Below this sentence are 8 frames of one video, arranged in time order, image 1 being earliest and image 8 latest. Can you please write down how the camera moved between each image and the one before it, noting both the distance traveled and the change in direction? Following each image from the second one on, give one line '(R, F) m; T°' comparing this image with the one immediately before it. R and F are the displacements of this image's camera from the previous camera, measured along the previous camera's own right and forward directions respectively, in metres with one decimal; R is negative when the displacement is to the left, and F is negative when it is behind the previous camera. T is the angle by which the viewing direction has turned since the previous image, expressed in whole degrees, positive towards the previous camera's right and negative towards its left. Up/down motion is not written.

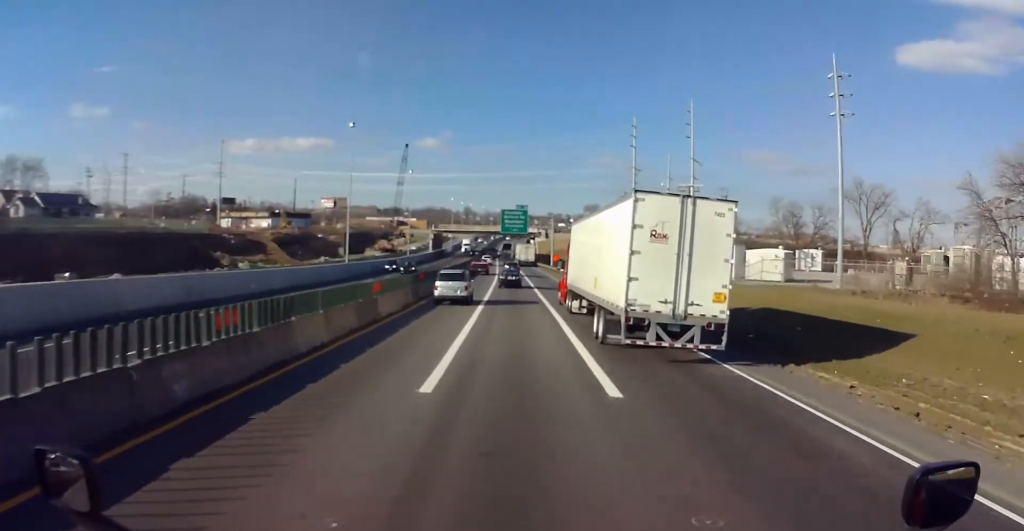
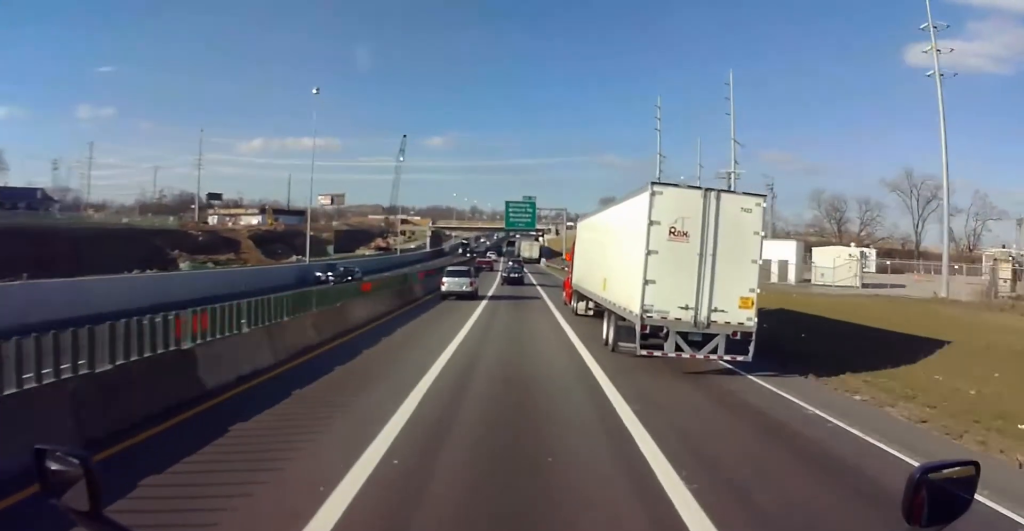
(-0.2, +15.4) m; -1°
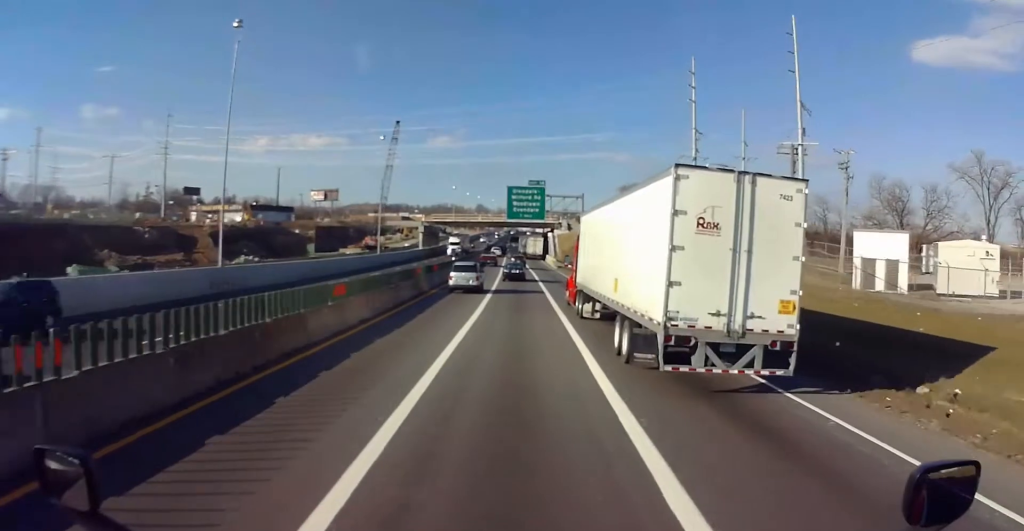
(-0.1, +17.8) m; 0°
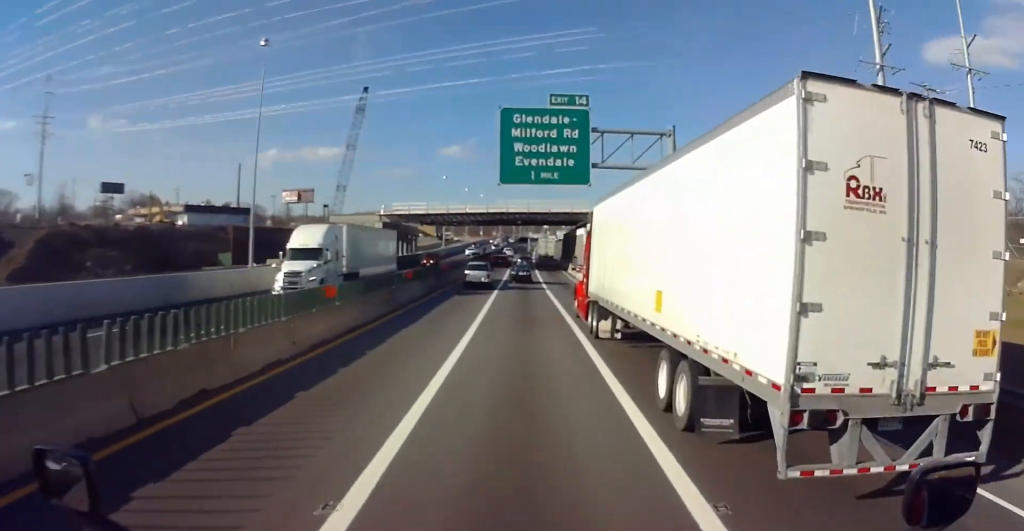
(-0.3, +47.3) m; -1°
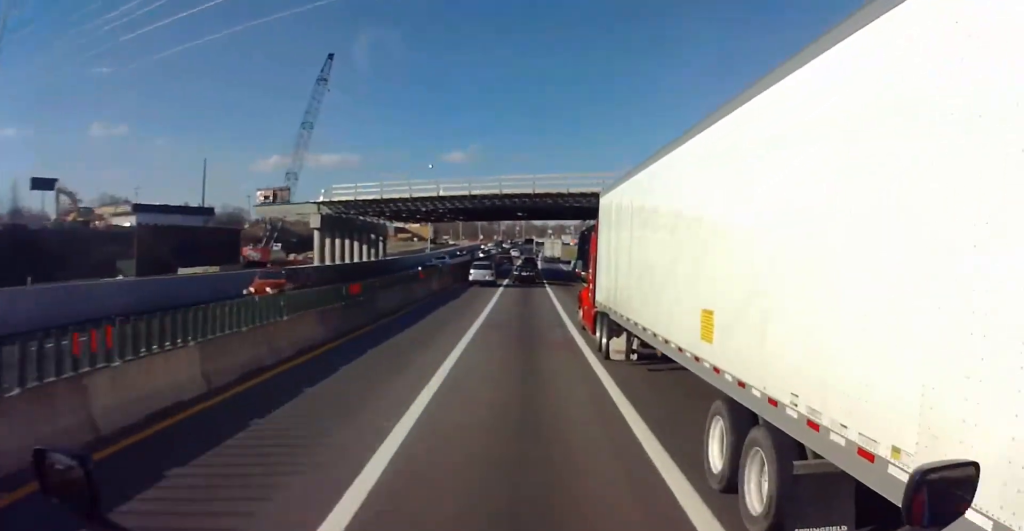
(-0.1, +29.0) m; -1°
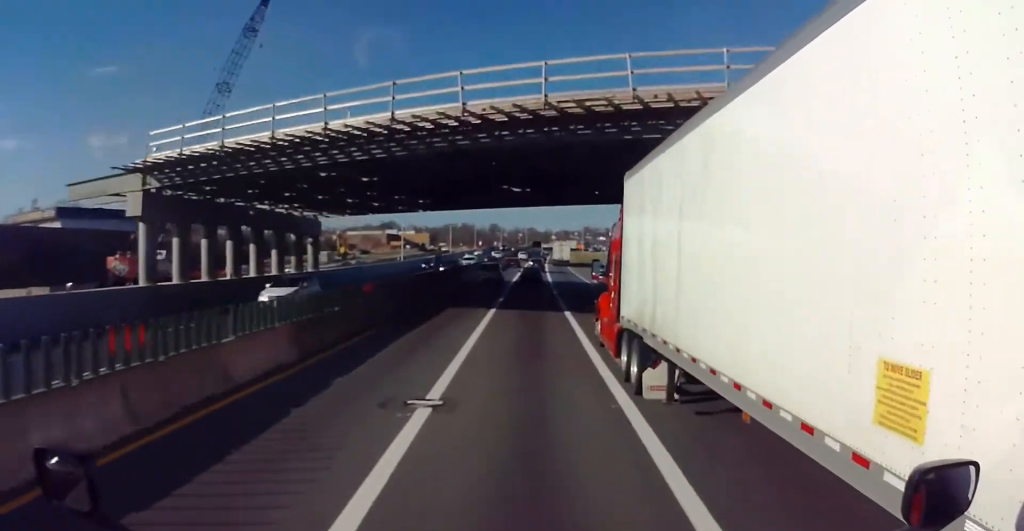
(-0.3, +30.1) m; -1°
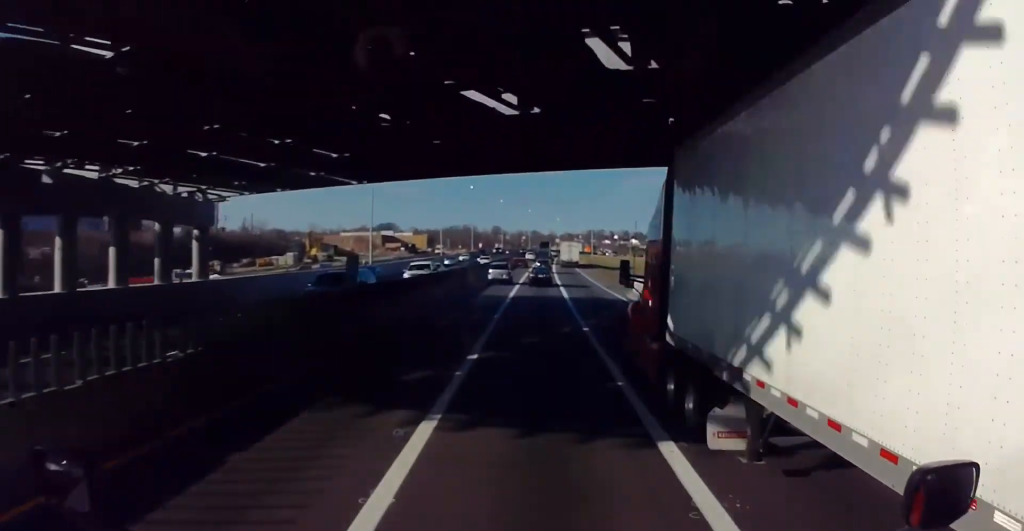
(0.0, +21.1) m; 0°
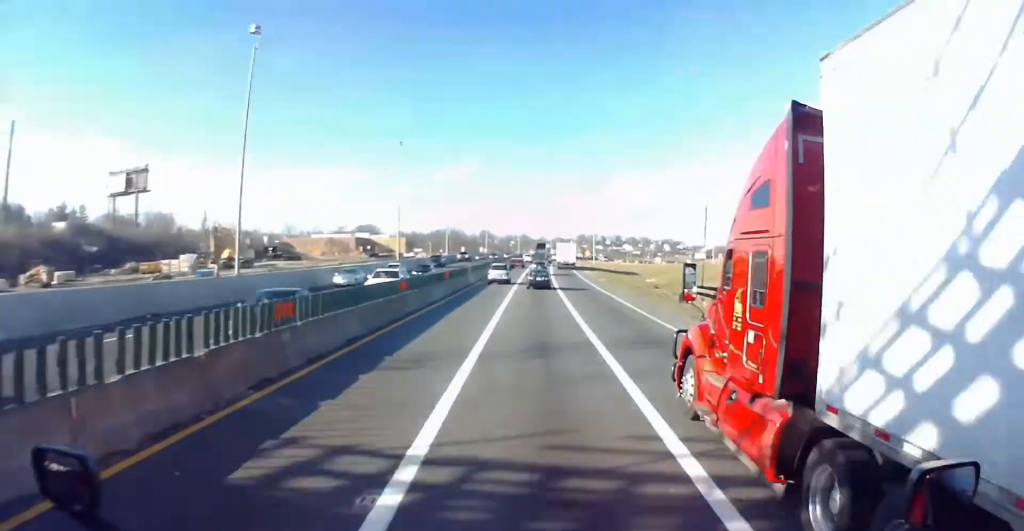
(0.0, +33.3) m; 0°
